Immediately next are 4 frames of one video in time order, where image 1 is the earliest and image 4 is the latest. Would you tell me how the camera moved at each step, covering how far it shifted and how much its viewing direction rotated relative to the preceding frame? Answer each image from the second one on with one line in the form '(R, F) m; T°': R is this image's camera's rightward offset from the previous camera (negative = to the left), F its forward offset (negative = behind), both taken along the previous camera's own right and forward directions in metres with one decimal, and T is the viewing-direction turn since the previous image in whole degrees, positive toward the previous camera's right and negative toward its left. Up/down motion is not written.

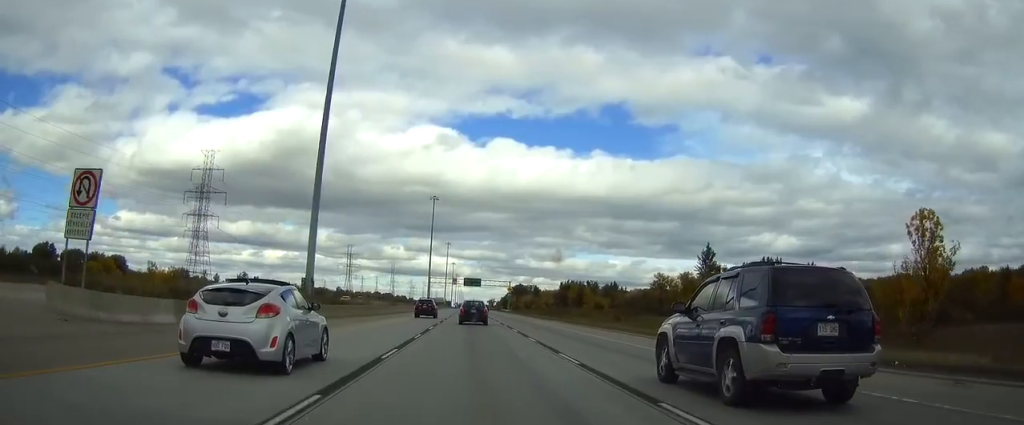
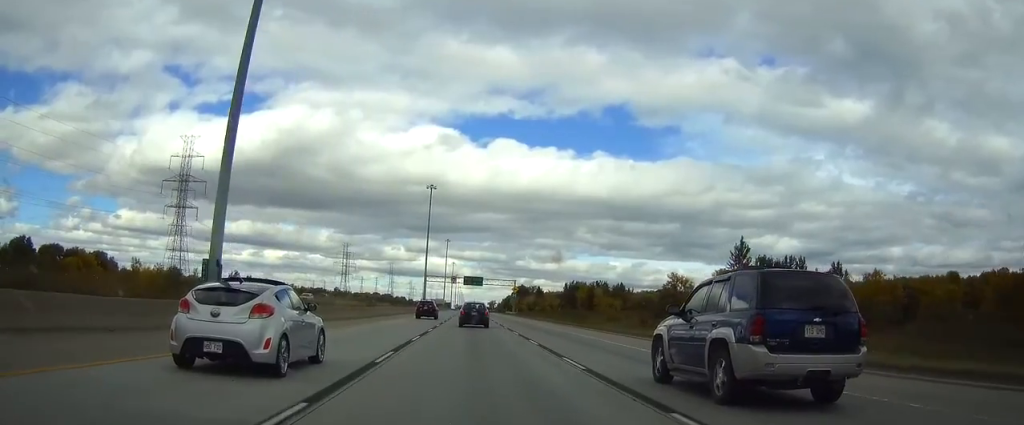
(0.0, +17.8) m; 0°
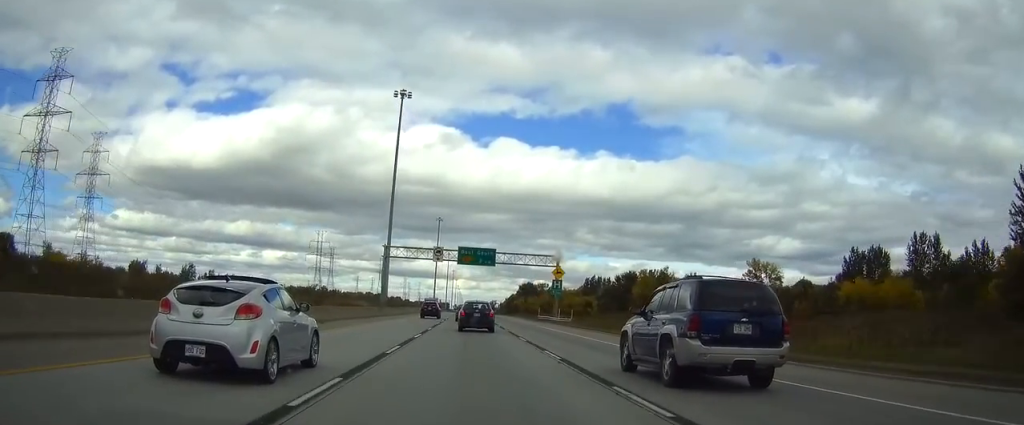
(-0.1, +74.9) m; 0°
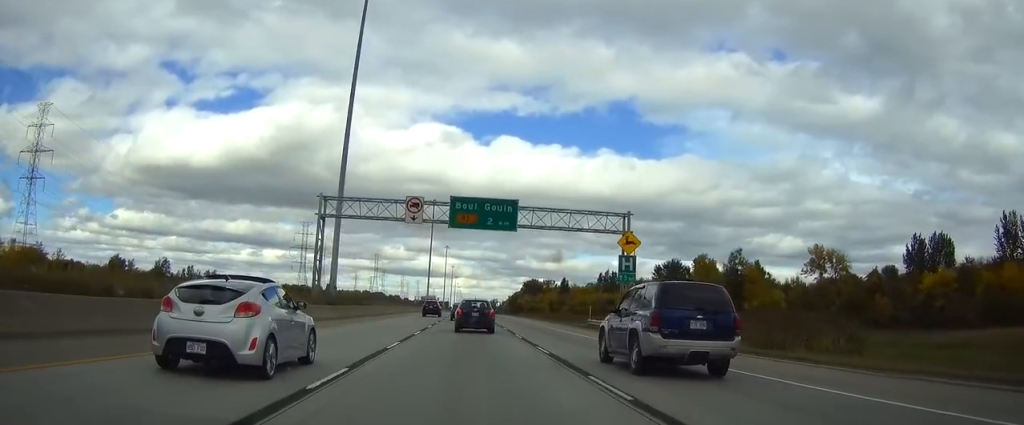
(0.0, +35.6) m; 0°
